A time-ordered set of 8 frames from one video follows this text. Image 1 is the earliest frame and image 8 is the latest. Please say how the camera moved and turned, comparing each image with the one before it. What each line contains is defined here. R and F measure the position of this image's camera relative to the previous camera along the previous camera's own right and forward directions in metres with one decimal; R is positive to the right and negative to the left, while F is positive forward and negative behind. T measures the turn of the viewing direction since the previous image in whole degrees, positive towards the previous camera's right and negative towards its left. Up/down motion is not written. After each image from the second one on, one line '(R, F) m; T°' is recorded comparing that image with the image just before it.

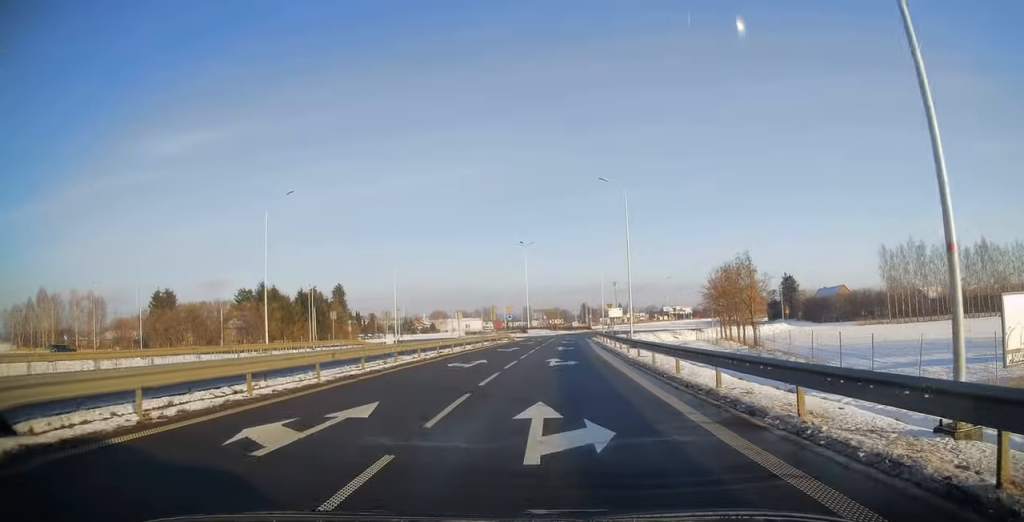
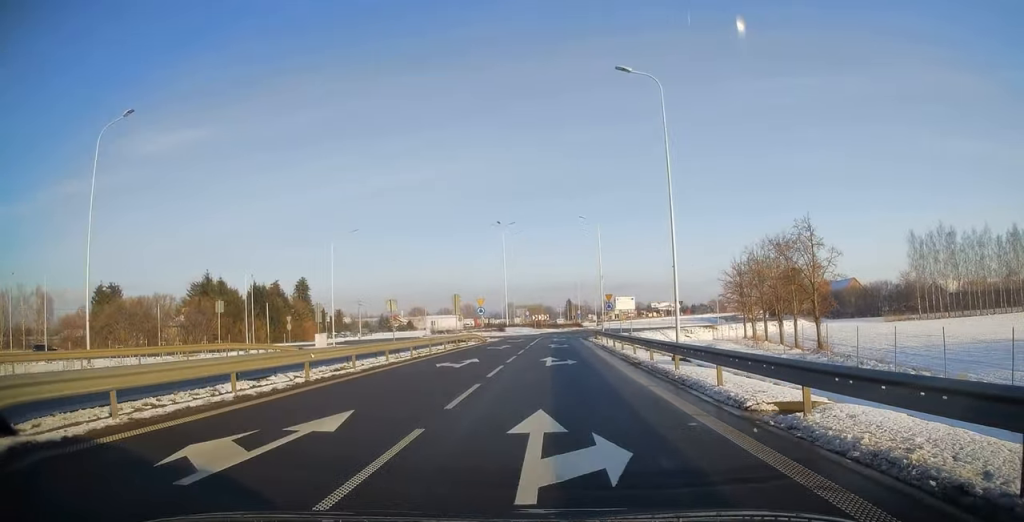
(+0.2, +16.4) m; +1°
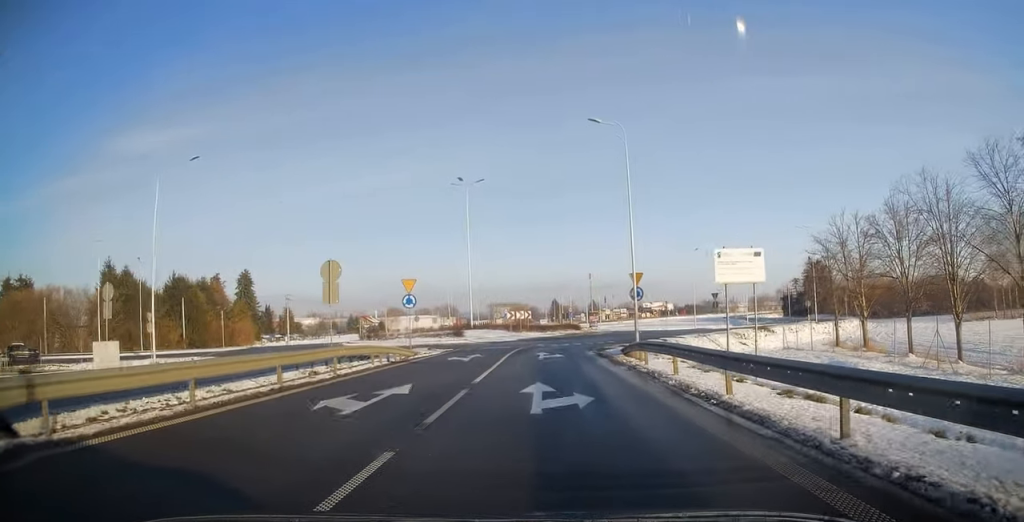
(-0.1, +26.3) m; +2°
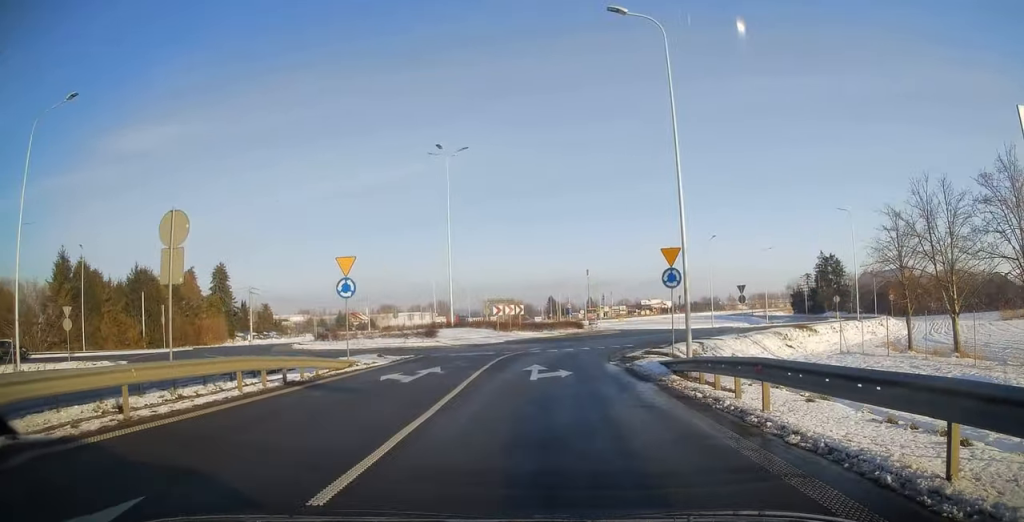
(+0.7, +9.9) m; +2°
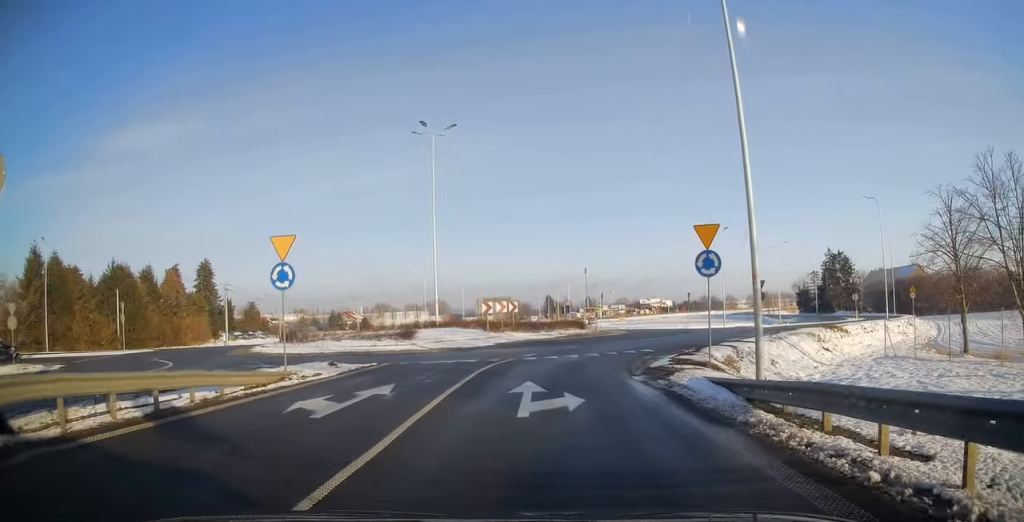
(-0.1, +5.6) m; 0°
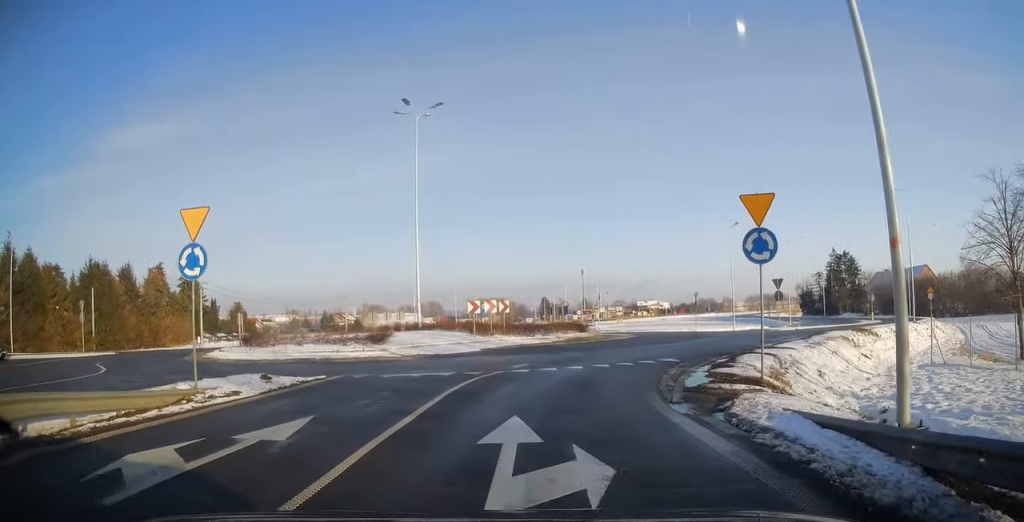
(-0.2, +5.0) m; 0°
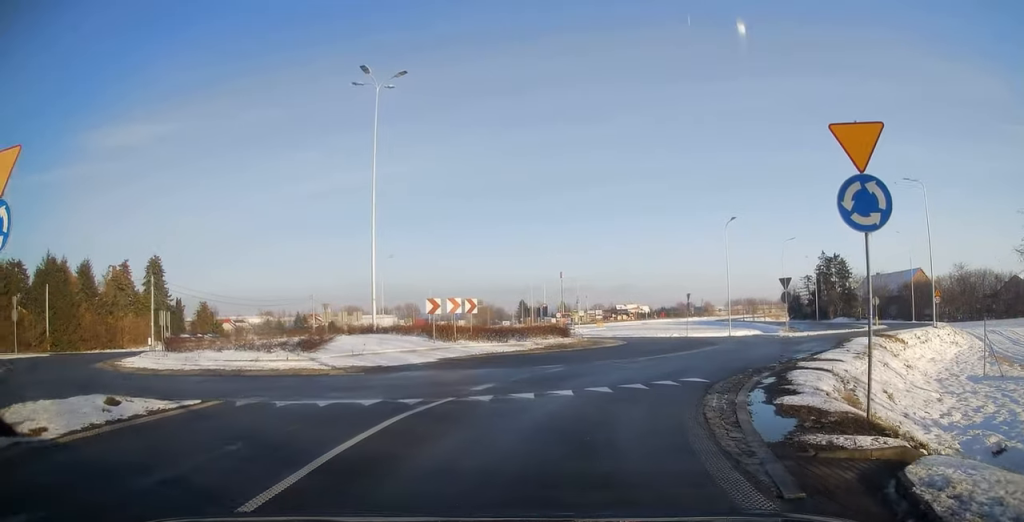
(+0.1, +5.7) m; +4°
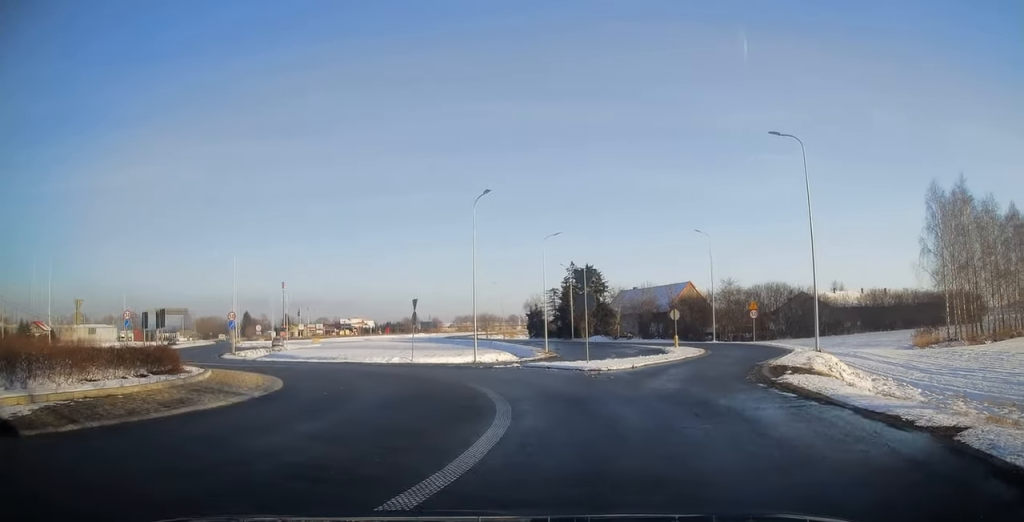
(+3.0, +16.7) m; +20°
